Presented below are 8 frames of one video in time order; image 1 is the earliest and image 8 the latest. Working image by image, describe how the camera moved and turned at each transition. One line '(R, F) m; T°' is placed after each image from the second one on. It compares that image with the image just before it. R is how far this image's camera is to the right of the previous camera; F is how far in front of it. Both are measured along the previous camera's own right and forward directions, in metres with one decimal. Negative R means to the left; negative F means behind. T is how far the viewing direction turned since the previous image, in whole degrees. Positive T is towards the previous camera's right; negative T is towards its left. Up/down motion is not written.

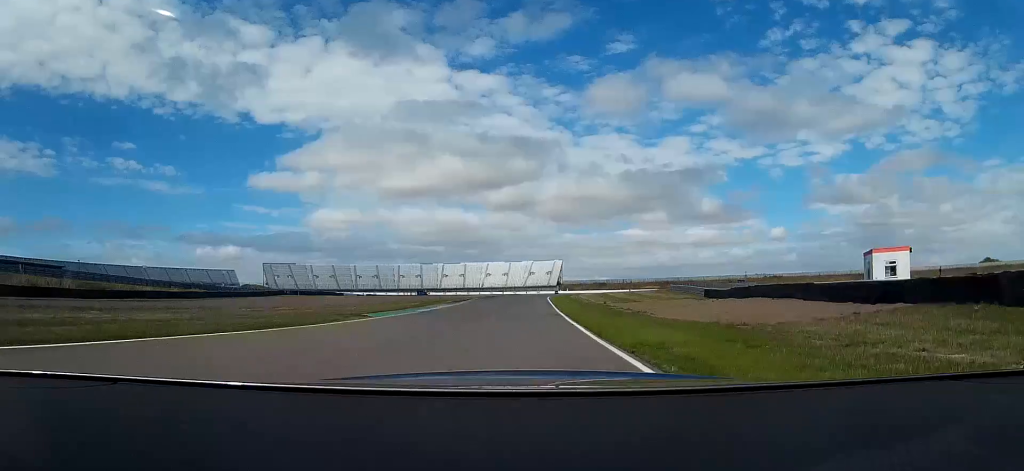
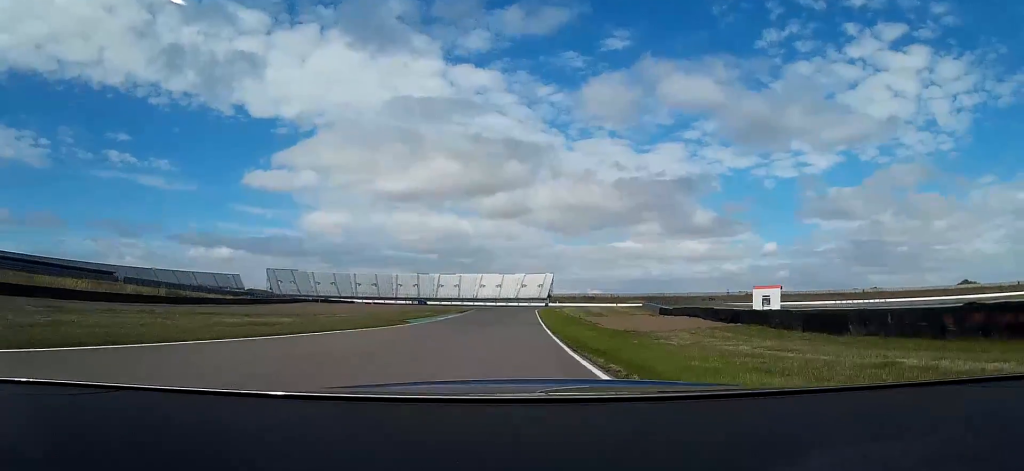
(+0.1, +19.4) m; +1°
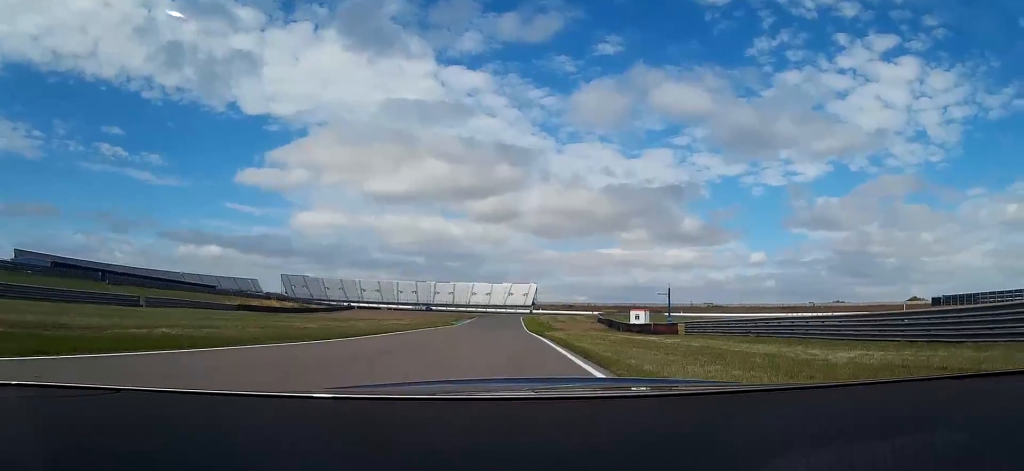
(+2.0, +56.8) m; +4°
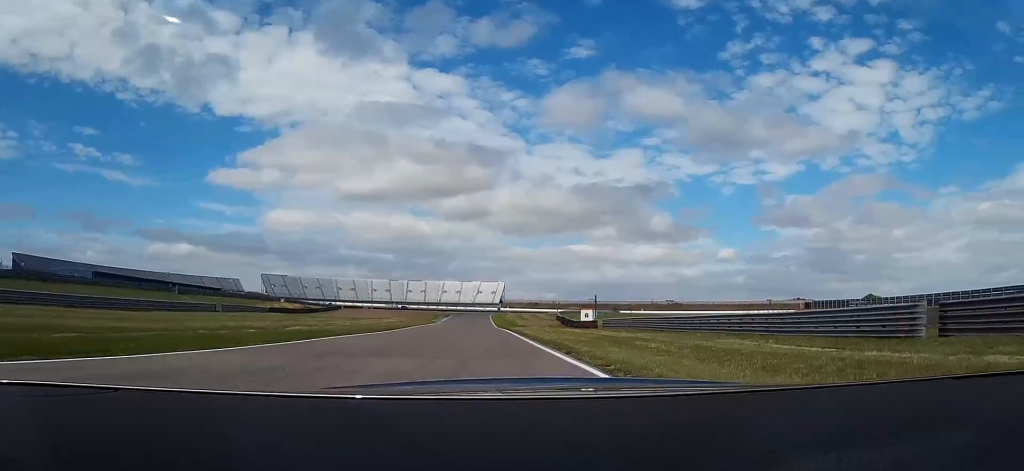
(+0.2, +24.0) m; +2°
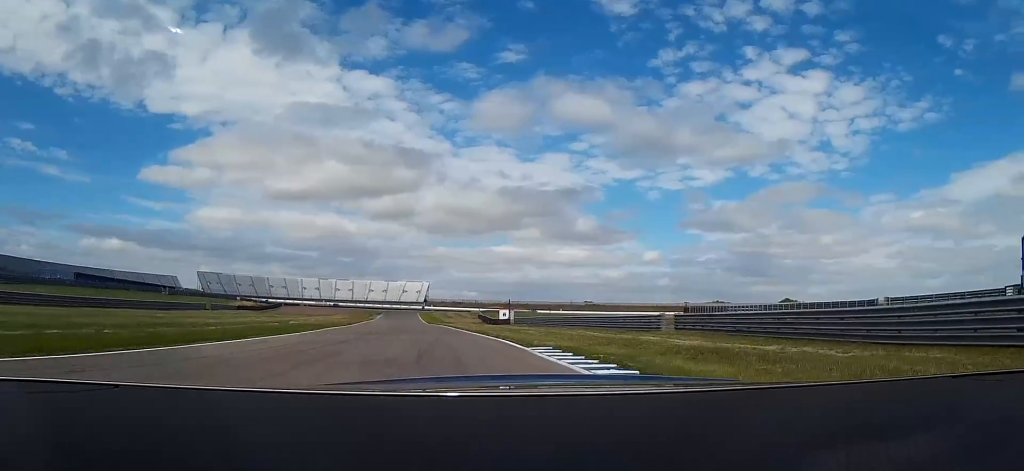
(+0.7, +20.8) m; +5°
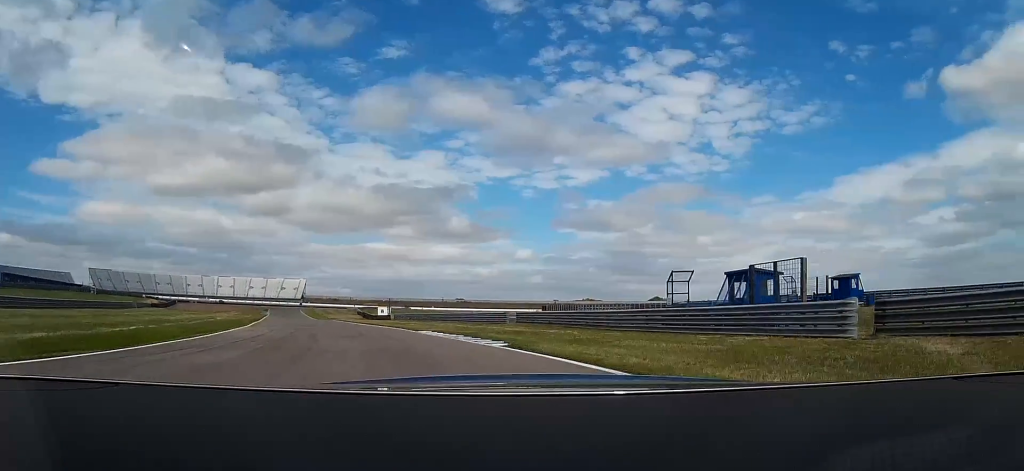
(+0.9, +17.0) m; +12°
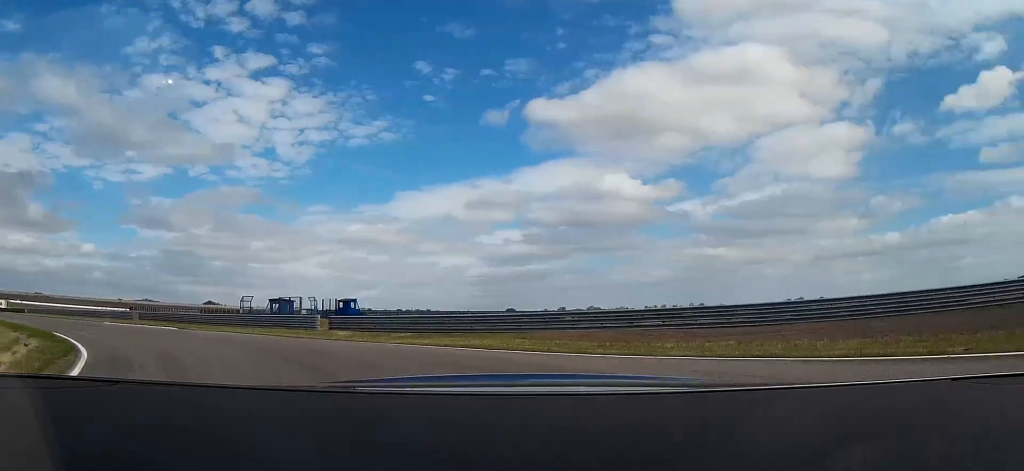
(+9.7, +25.2) m; +50°
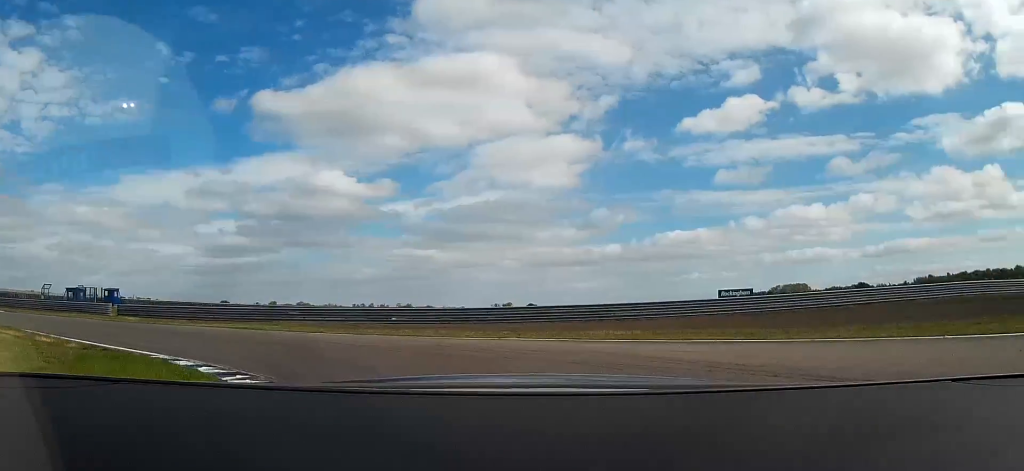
(+2.8, +11.1) m; +30°
